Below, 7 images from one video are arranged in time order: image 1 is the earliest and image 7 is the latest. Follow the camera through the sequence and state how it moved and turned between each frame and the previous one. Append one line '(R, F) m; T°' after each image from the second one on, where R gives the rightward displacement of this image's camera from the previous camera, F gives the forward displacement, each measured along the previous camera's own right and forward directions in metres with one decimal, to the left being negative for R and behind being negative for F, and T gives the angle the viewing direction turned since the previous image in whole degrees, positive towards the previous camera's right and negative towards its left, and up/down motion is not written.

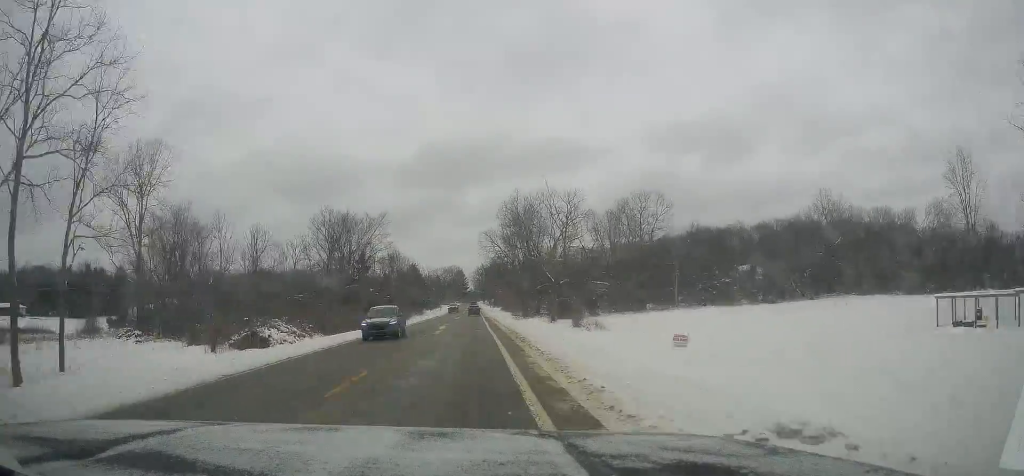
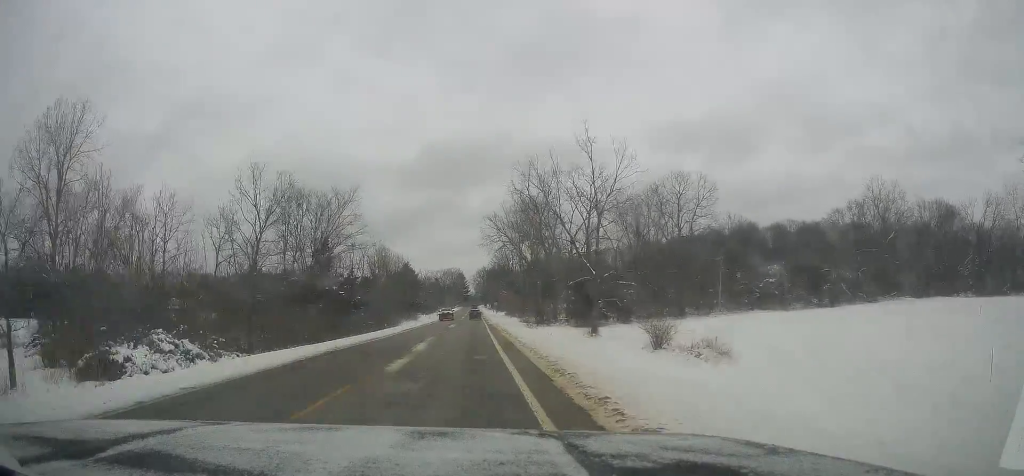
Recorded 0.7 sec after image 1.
(0.0, +17.1) m; +1°
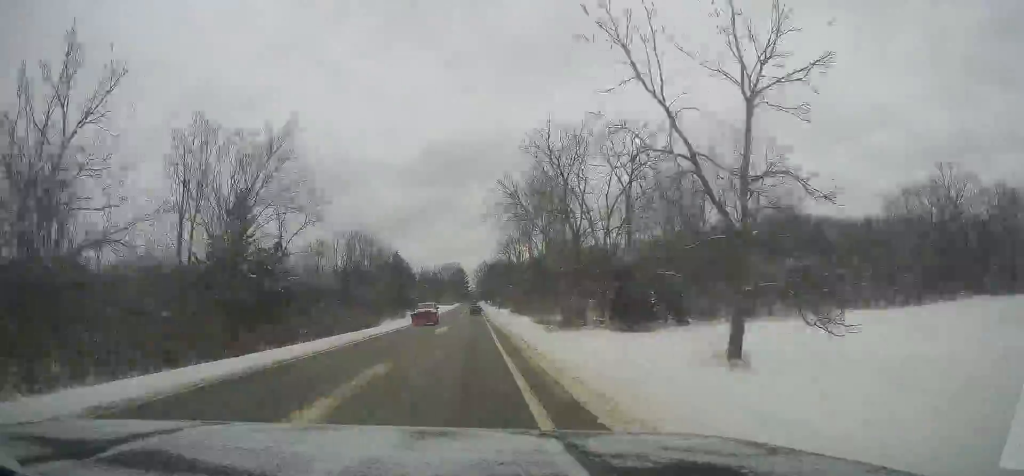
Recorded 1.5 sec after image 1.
(+0.2, +18.8) m; +1°
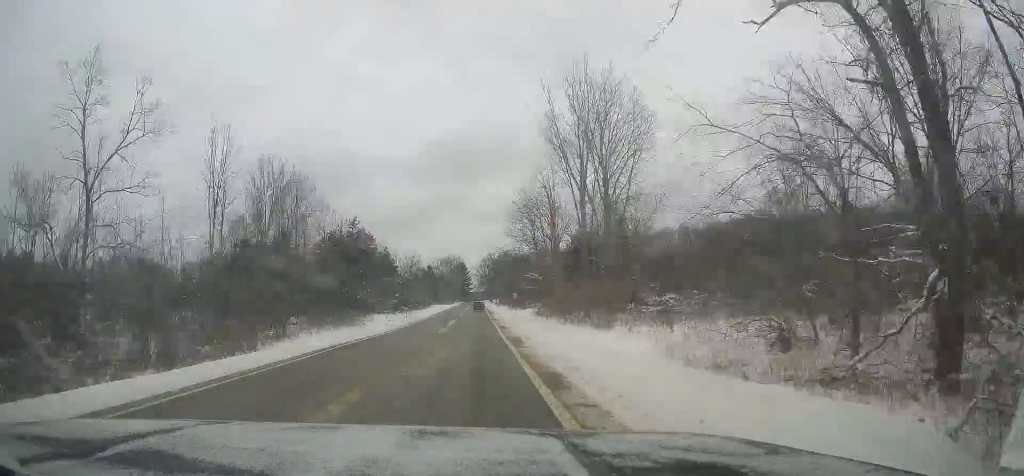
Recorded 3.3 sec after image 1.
(0.0, +42.2) m; -1°
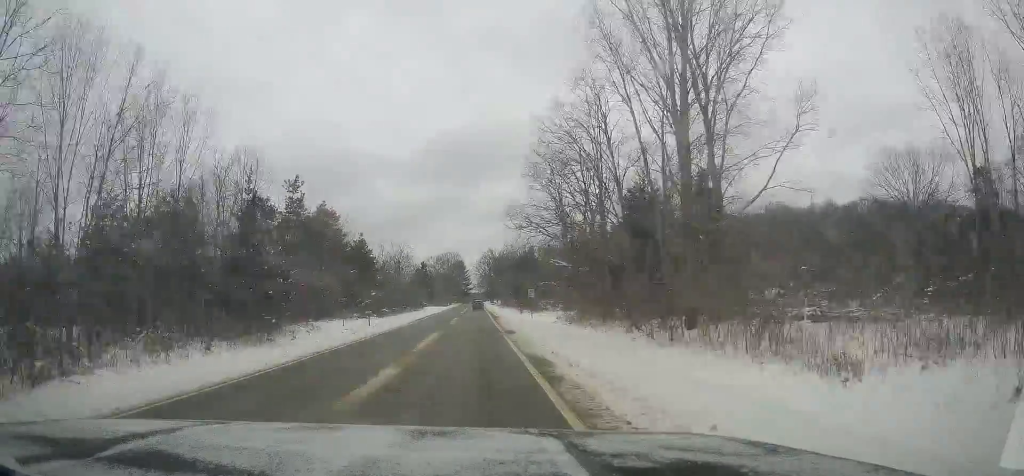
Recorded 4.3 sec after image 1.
(-0.2, +23.4) m; -1°
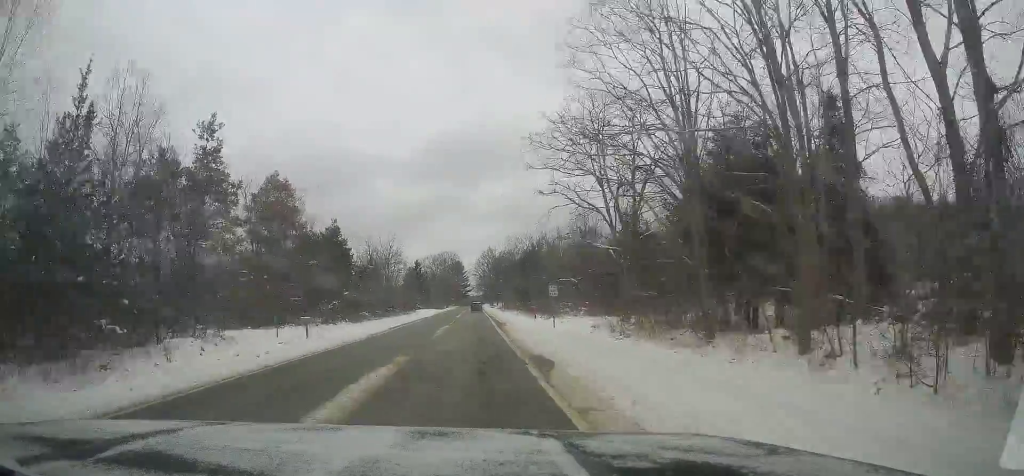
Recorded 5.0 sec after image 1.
(-0.1, +16.5) m; 0°
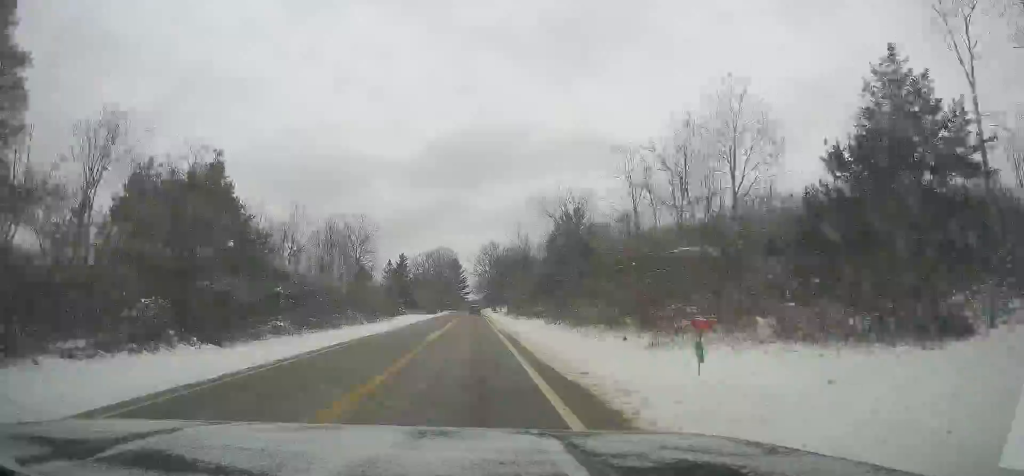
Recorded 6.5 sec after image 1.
(+0.2, +35.2) m; +1°
